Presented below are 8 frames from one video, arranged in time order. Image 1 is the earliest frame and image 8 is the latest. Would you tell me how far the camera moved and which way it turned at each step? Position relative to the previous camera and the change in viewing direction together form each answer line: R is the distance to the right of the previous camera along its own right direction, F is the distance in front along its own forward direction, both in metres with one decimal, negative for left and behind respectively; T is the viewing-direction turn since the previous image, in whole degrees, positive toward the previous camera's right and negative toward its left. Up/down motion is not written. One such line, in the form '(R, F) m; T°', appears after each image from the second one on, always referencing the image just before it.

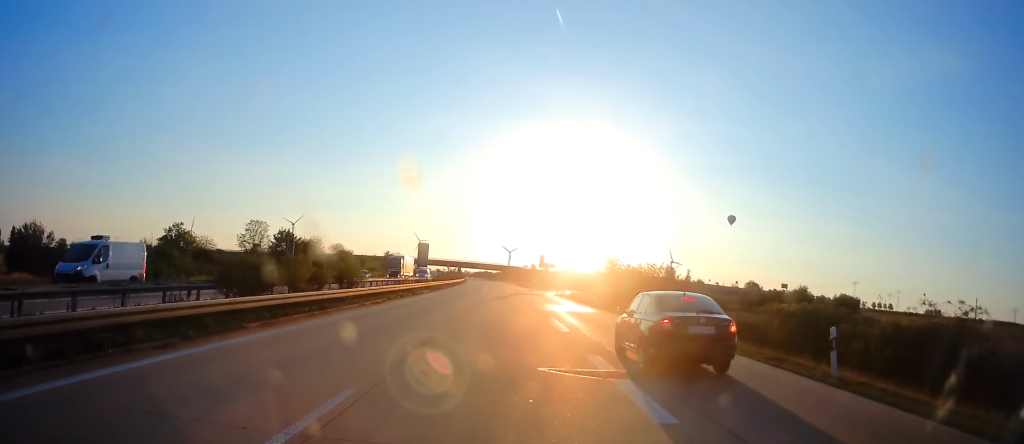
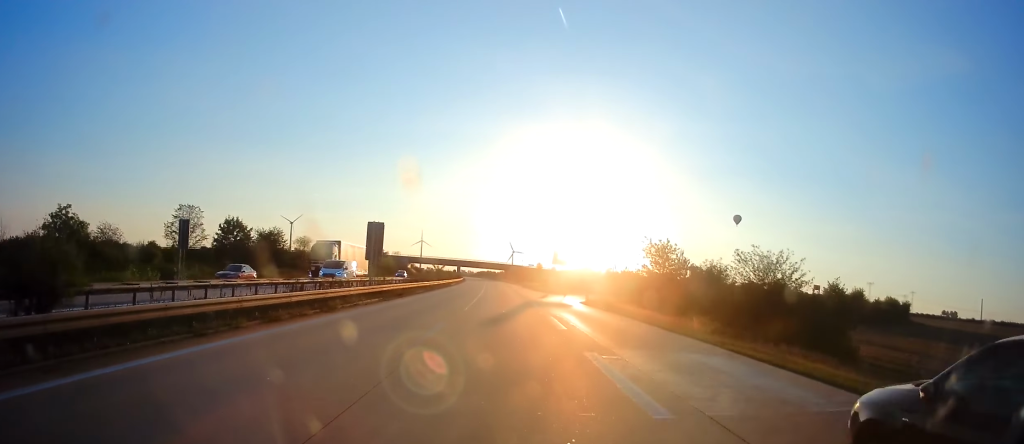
(0.0, +23.6) m; 0°
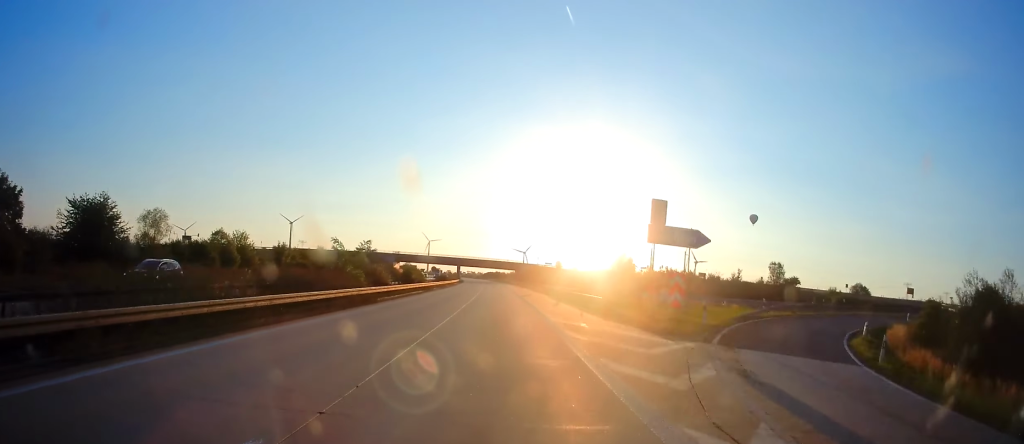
(0.0, +50.7) m; -1°
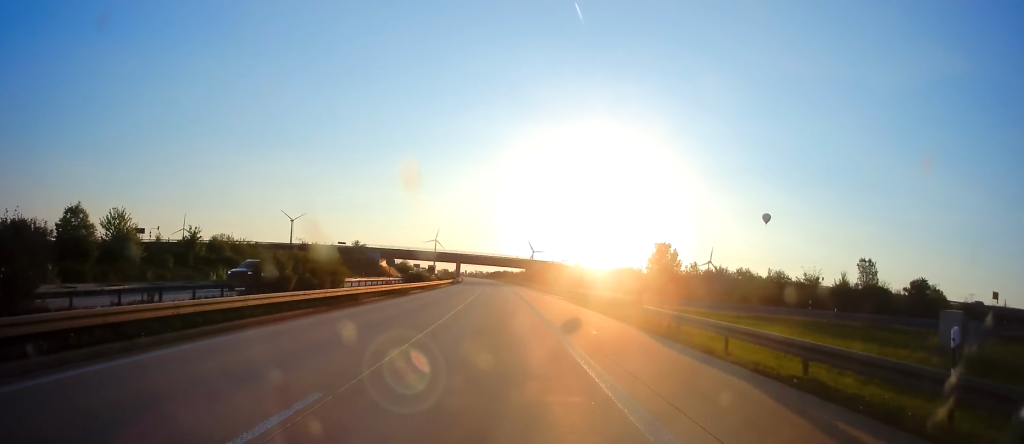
(-0.6, +33.6) m; -1°
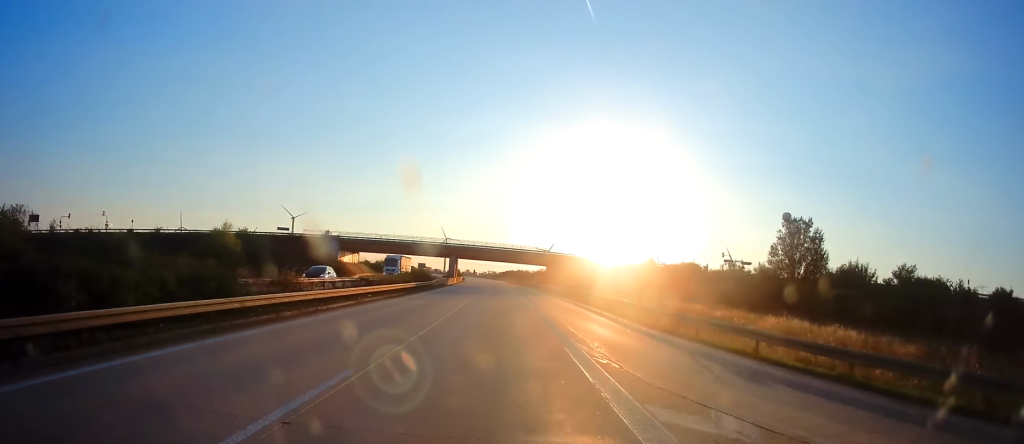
(-0.7, +52.2) m; -2°
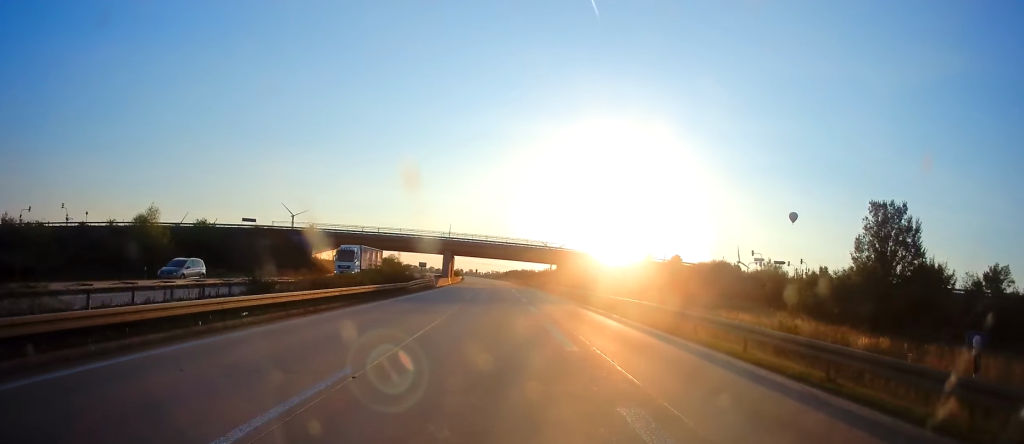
(-0.1, +17.4) m; -1°
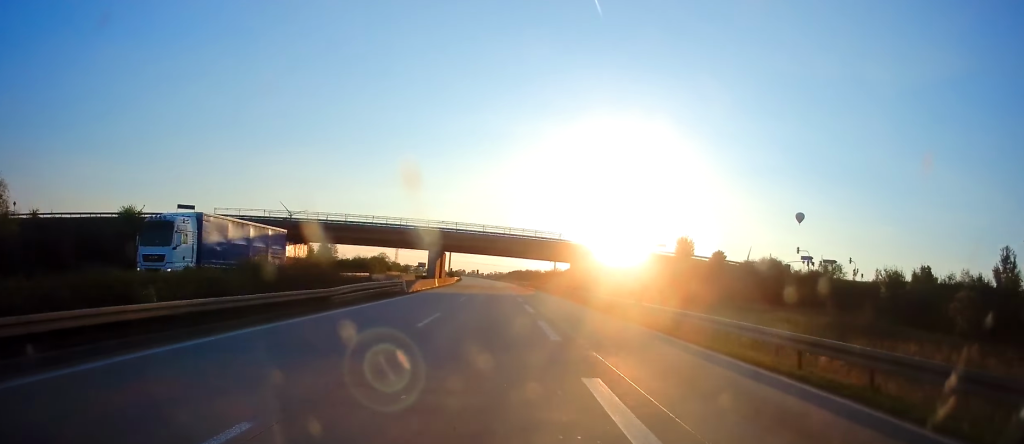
(+0.1, +21.6) m; -1°
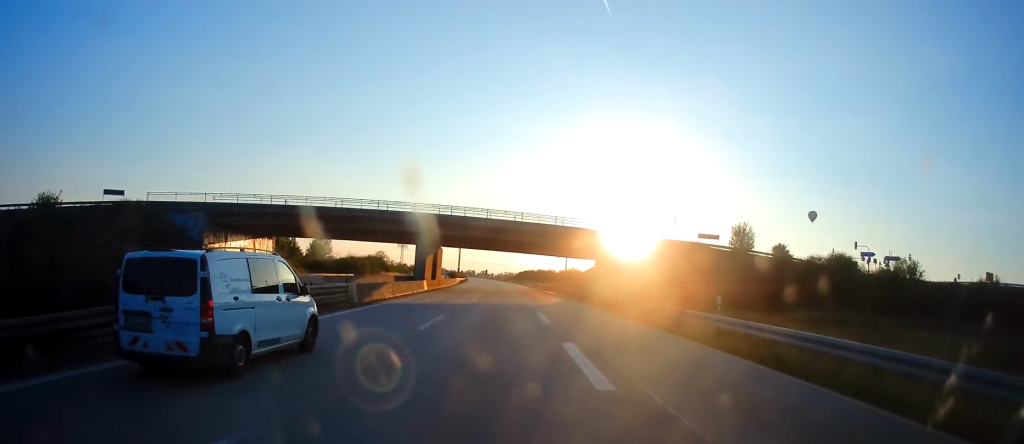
(-0.2, +18.3) m; -1°
